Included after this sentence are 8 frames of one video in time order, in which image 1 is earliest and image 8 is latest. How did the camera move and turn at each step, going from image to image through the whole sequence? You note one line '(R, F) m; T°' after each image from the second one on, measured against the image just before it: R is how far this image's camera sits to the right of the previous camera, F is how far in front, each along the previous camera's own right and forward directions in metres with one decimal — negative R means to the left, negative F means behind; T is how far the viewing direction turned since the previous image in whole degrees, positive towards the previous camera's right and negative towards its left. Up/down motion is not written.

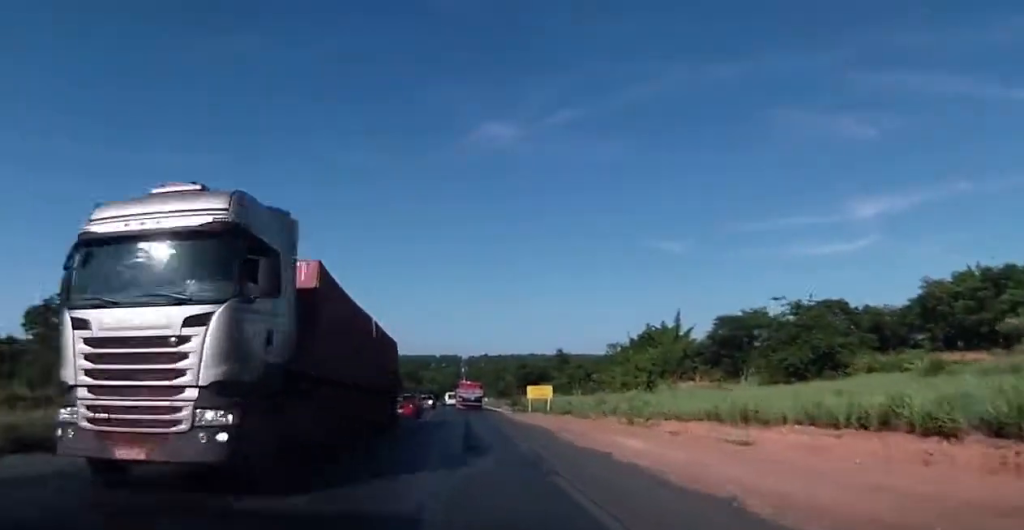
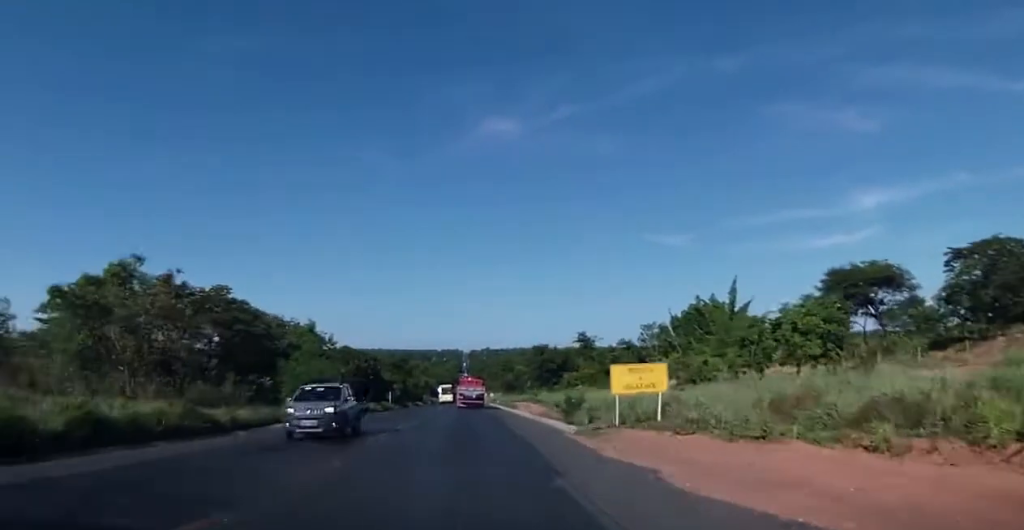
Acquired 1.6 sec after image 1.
(0.0, +31.4) m; 0°
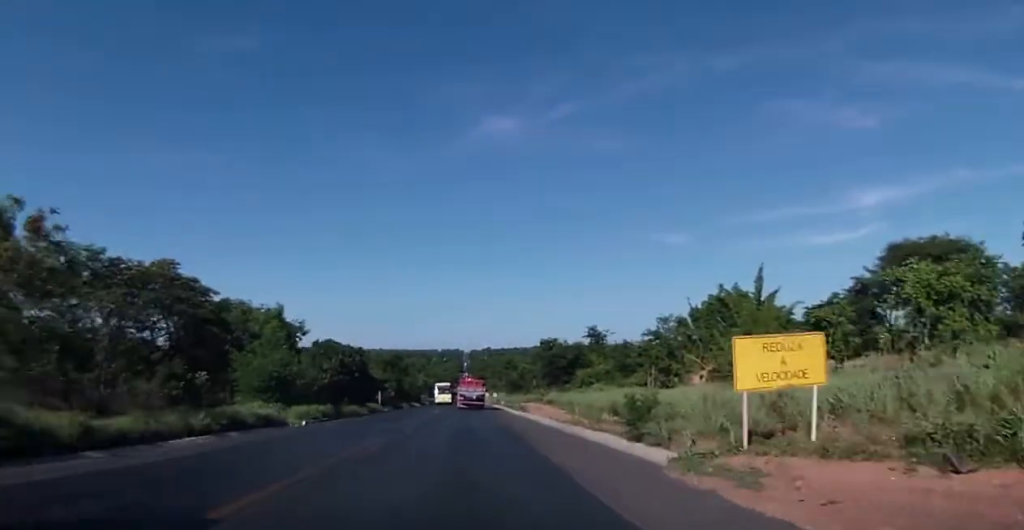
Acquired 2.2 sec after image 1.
(0.0, +11.1) m; 0°
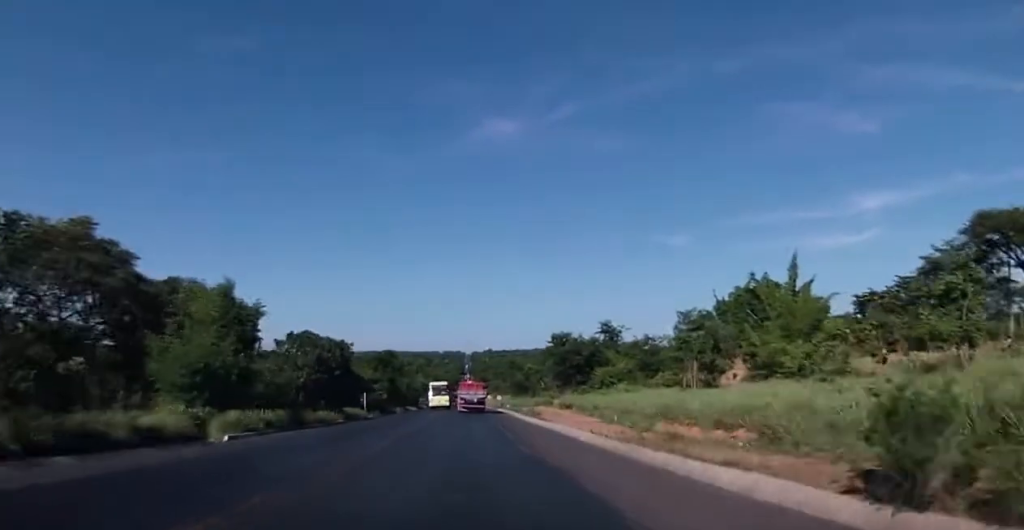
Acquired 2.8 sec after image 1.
(0.0, +11.7) m; 0°
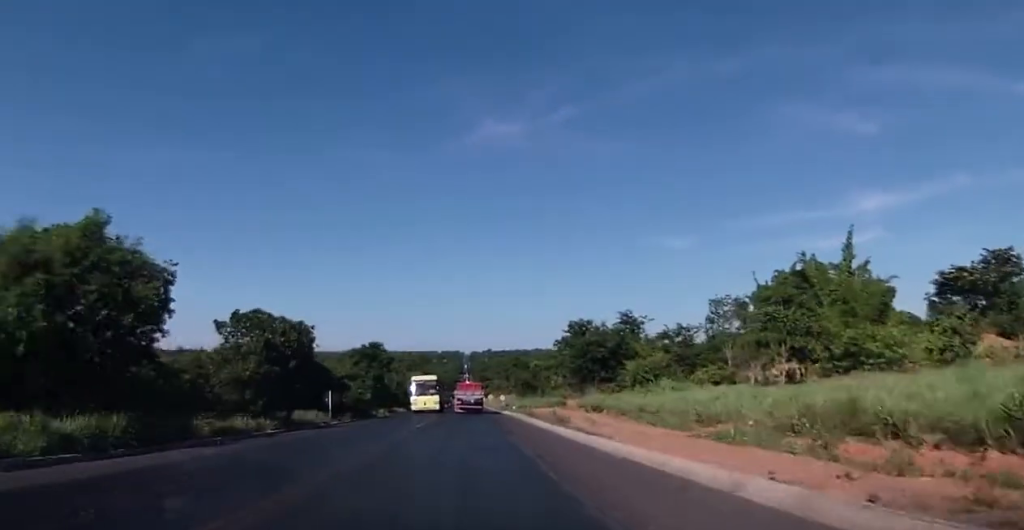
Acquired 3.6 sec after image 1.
(0.0, +15.7) m; 0°
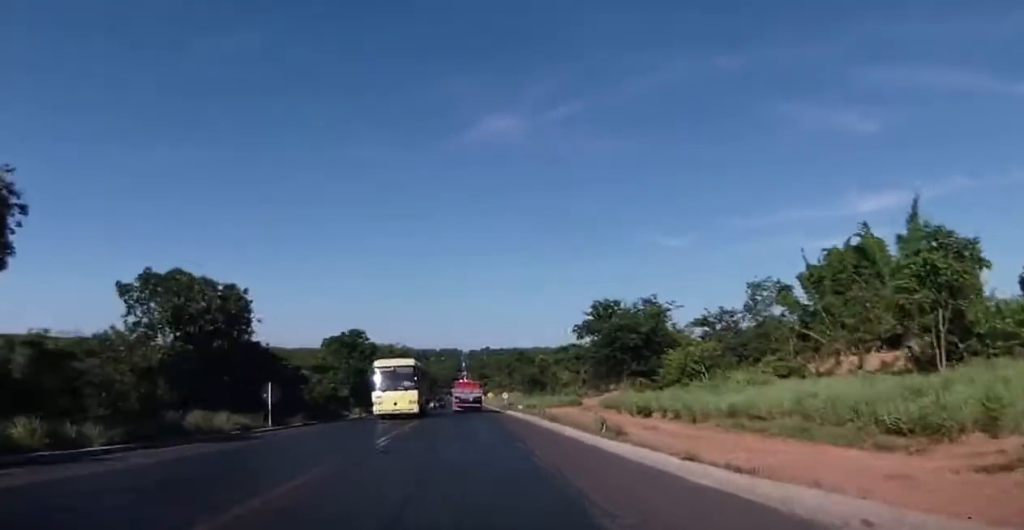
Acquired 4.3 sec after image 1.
(+0.1, +14.4) m; -1°
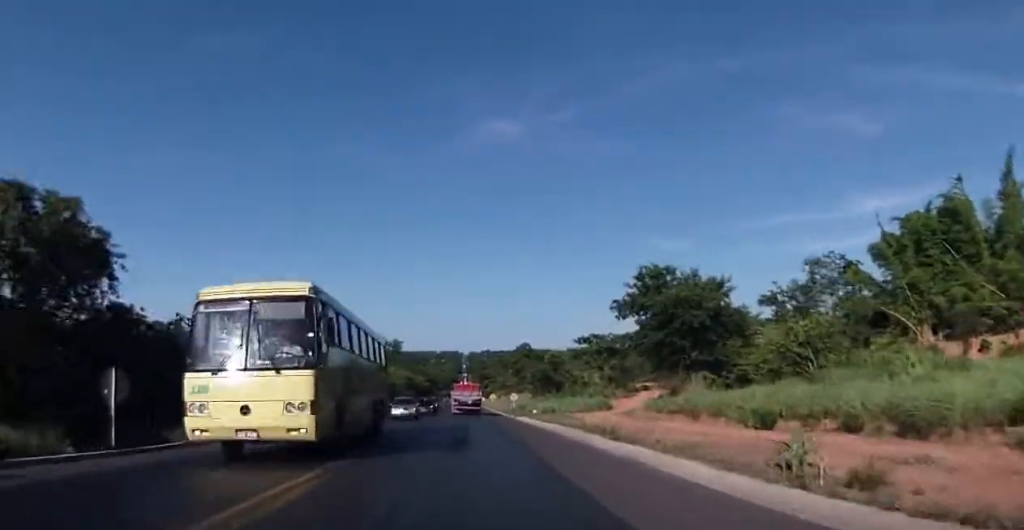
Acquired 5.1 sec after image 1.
(-0.5, +15.7) m; 0°
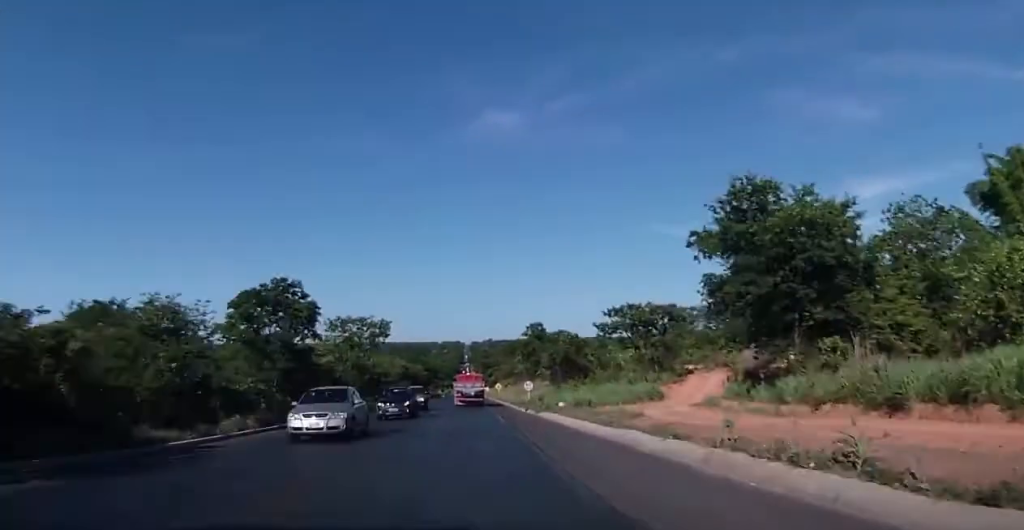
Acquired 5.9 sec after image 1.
(+0.2, +15.7) m; +1°
